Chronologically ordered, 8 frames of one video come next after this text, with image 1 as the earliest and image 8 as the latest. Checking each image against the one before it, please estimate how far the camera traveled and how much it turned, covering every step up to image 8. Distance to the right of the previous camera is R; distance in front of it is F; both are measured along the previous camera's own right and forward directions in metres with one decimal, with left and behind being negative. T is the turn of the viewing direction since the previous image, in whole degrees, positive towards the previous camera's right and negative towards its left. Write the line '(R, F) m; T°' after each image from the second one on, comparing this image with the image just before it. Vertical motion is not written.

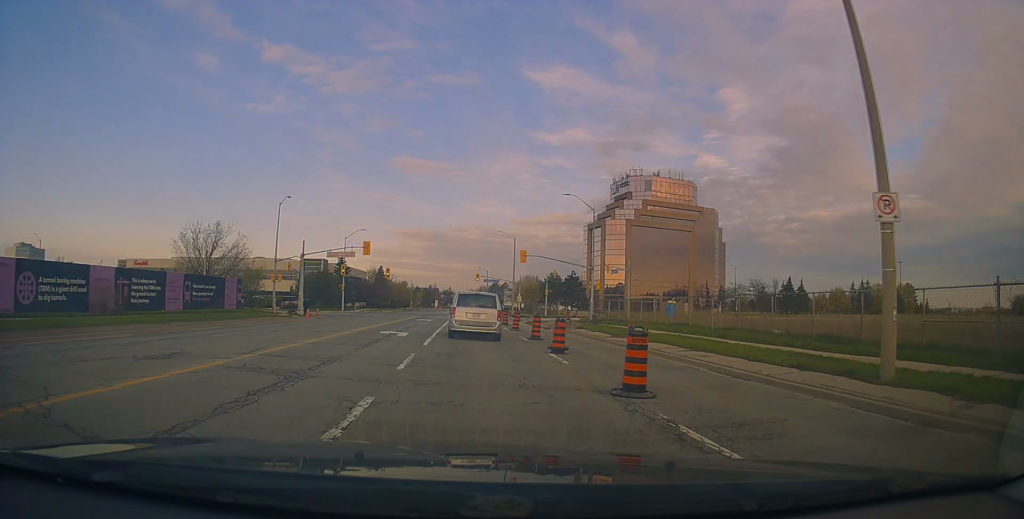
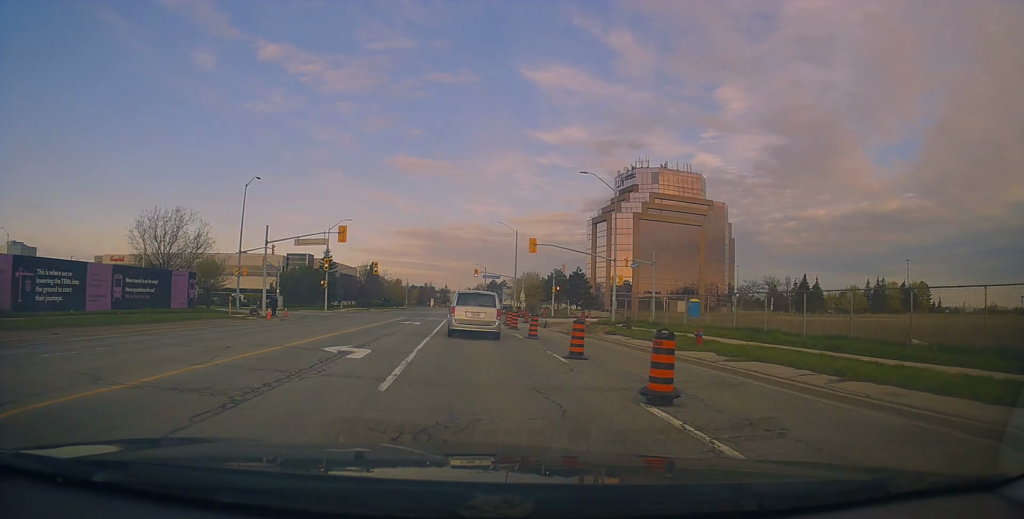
(+0.1, +8.3) m; 0°
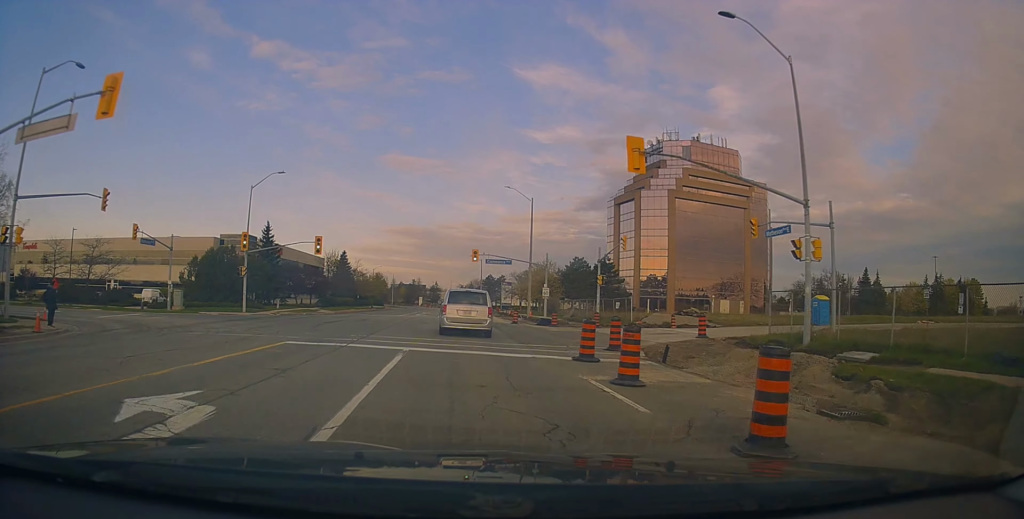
(-0.1, +26.6) m; 0°
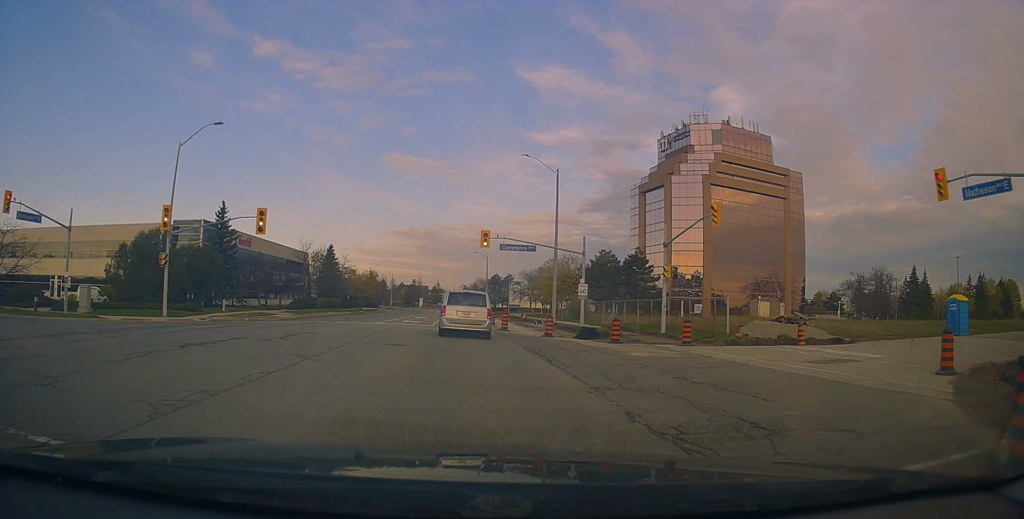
(+0.1, +14.0) m; 0°
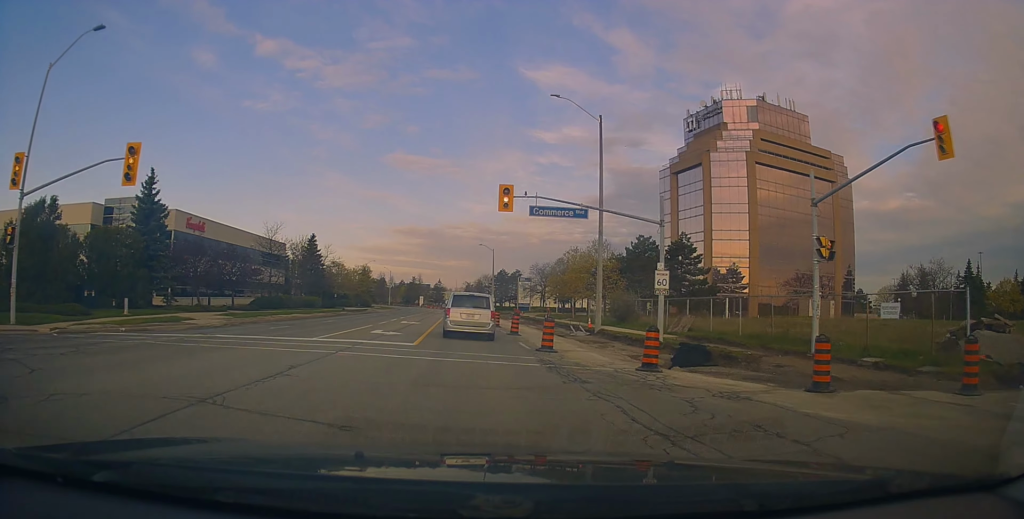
(0.0, +14.4) m; -1°
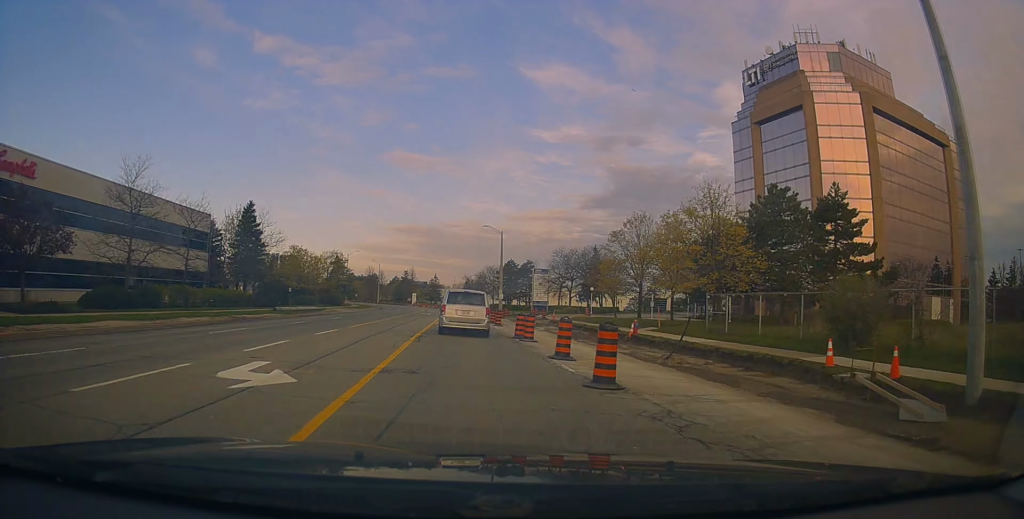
(-0.4, +26.8) m; +1°
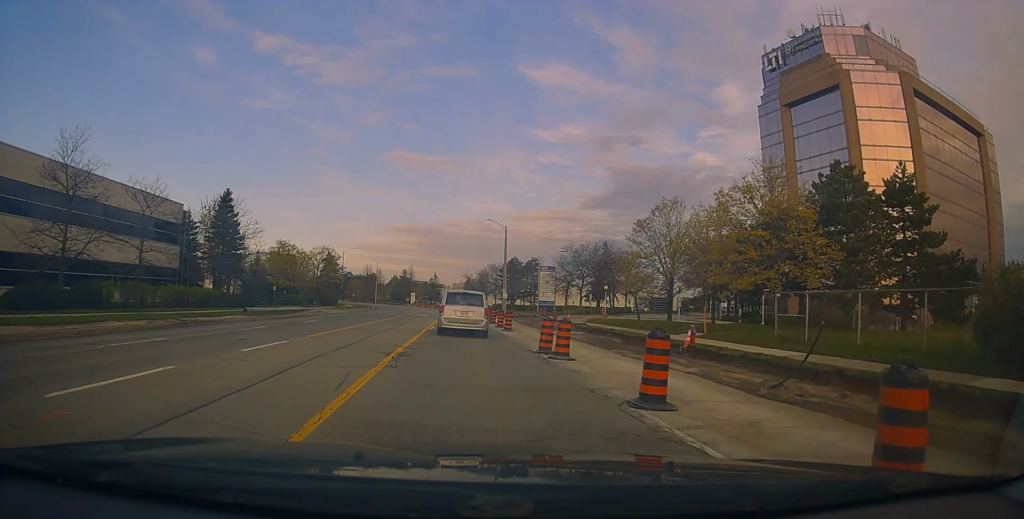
(+0.1, +6.6) m; +1°
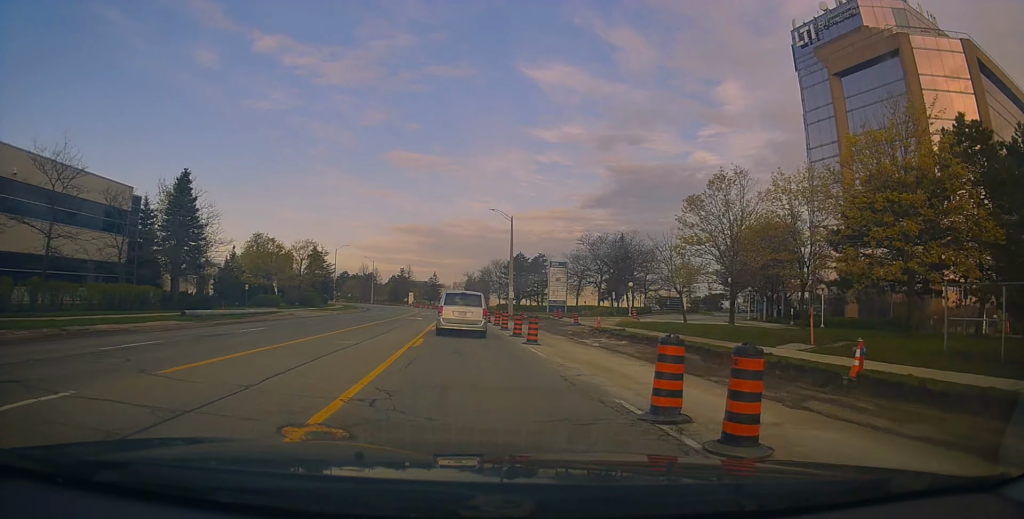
(+0.1, +9.3) m; +1°
